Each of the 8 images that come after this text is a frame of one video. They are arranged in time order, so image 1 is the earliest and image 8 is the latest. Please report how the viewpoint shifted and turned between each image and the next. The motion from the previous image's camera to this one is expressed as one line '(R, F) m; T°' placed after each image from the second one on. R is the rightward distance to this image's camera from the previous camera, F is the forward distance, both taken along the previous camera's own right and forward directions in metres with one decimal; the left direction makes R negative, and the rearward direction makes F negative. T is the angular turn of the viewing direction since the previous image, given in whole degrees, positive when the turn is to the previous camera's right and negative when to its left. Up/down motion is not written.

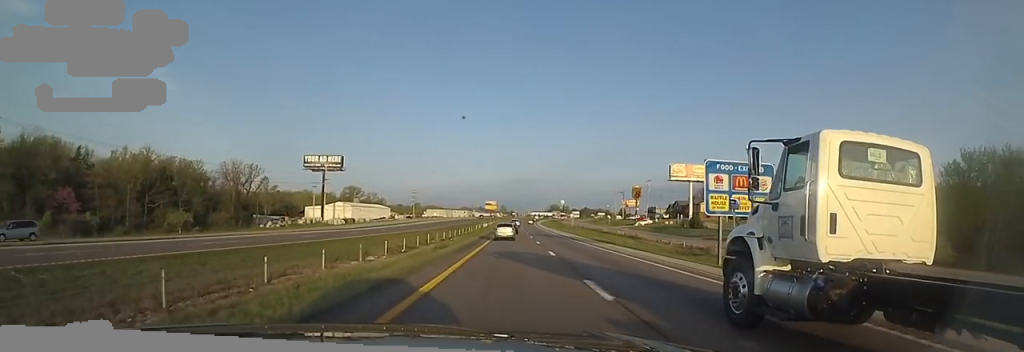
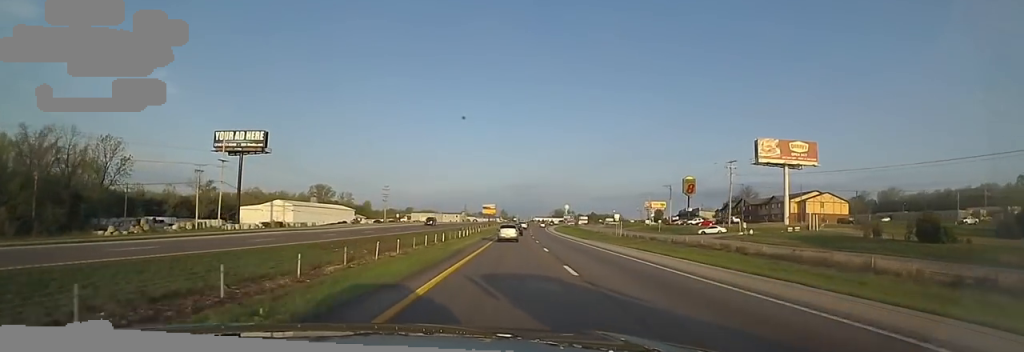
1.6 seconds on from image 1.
(-1.1, +58.0) m; -4°
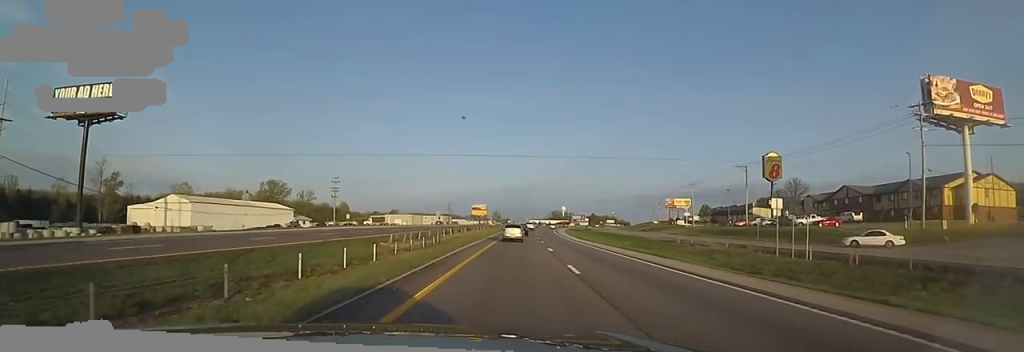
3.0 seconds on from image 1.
(-0.2, +49.4) m; +3°
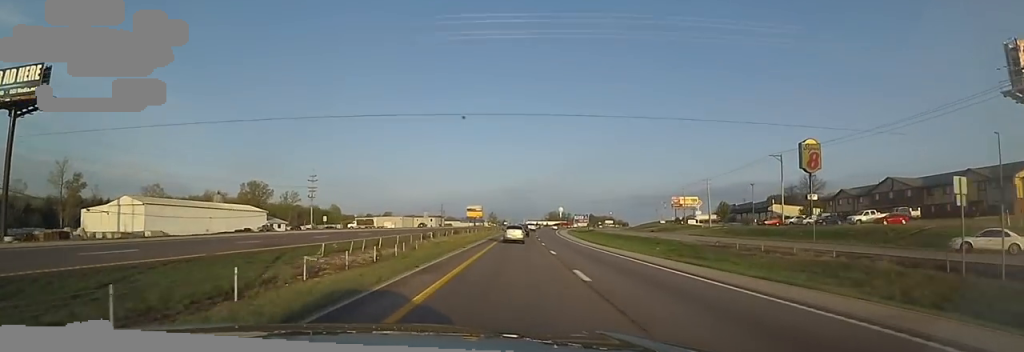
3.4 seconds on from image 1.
(-0.1, +14.0) m; +2°
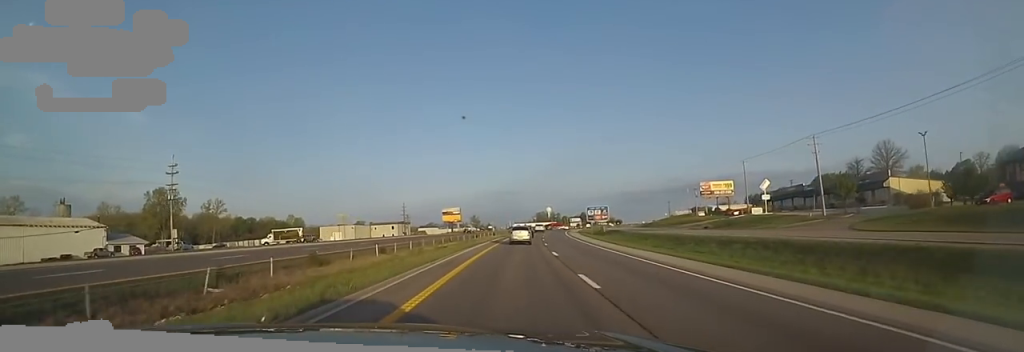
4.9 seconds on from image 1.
(+0.8, +50.1) m; 0°
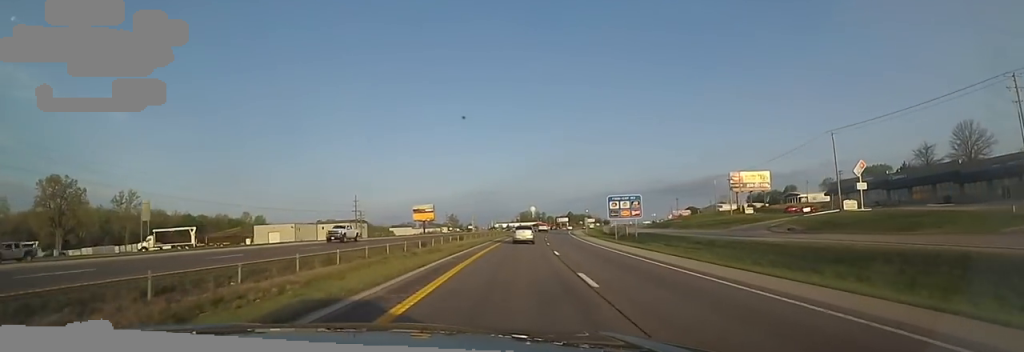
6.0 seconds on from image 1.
(+0.1, +36.0) m; +3°
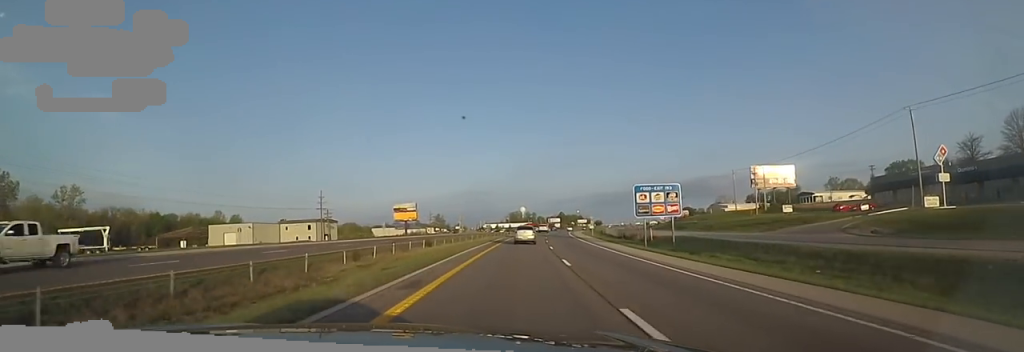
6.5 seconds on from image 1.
(+0.2, +17.9) m; +2°
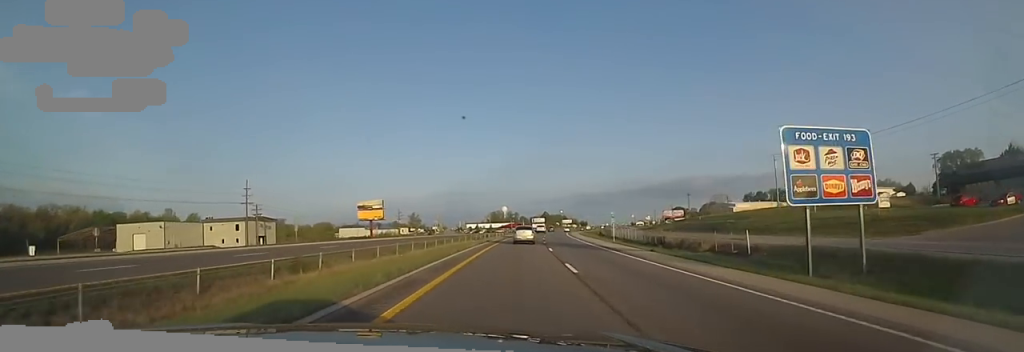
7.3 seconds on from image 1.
(+1.3, +27.0) m; 0°
